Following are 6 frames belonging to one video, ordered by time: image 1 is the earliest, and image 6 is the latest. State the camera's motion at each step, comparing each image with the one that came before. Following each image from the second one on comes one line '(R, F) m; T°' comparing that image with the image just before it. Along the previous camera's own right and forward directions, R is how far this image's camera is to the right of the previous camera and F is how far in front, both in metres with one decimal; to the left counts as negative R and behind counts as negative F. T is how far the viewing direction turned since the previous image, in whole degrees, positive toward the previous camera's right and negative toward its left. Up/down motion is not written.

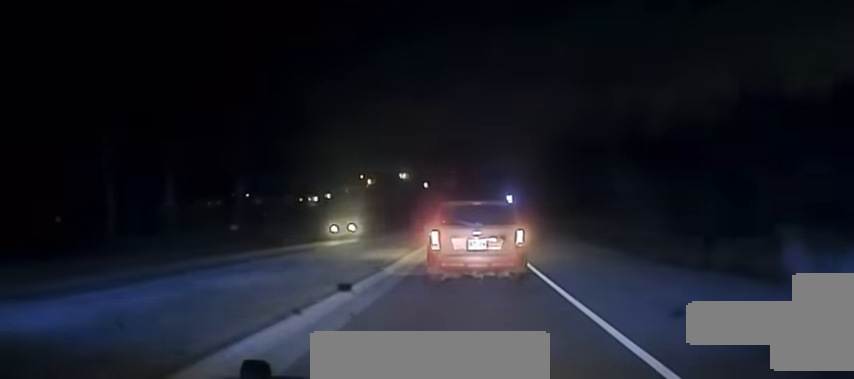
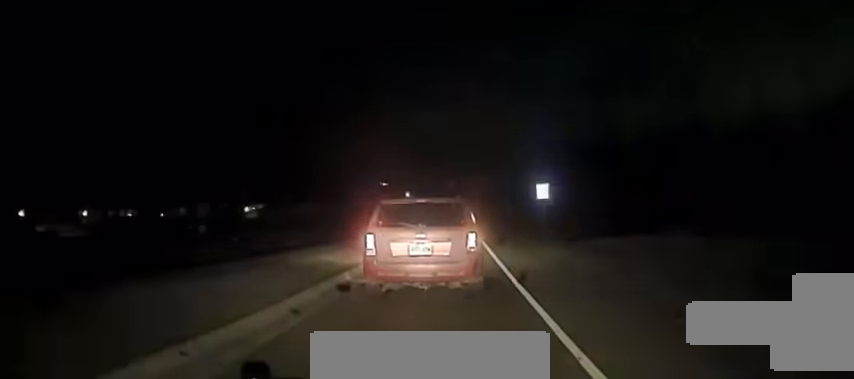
(+0.1, +54.7) m; +1°
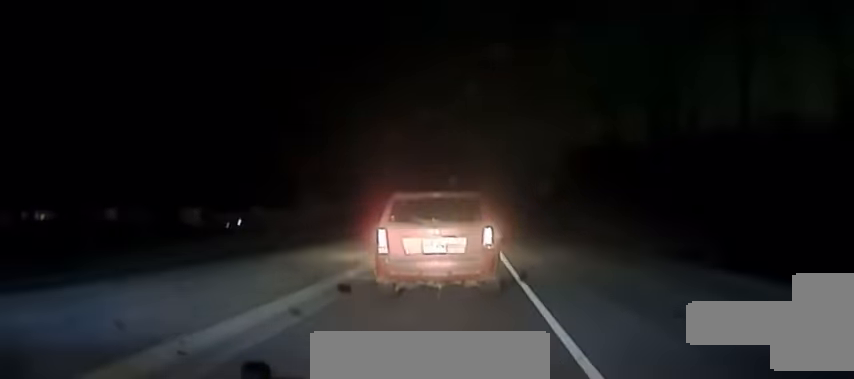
(-0.1, +42.8) m; -1°
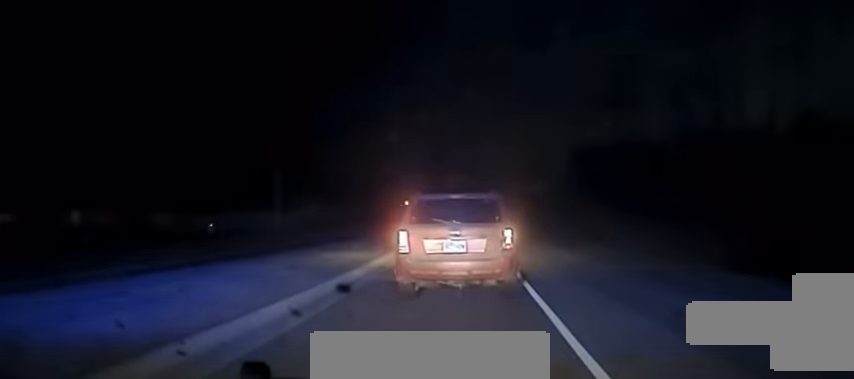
(0.0, +14.0) m; 0°
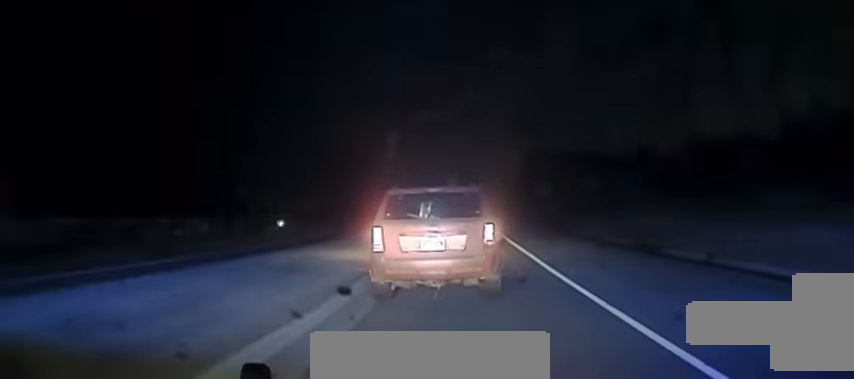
(+3.2, +90.7) m; +5°
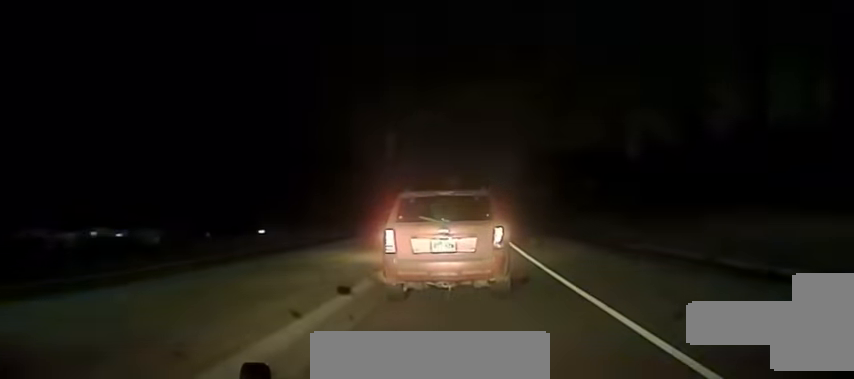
(+0.4, +17.9) m; +1°
